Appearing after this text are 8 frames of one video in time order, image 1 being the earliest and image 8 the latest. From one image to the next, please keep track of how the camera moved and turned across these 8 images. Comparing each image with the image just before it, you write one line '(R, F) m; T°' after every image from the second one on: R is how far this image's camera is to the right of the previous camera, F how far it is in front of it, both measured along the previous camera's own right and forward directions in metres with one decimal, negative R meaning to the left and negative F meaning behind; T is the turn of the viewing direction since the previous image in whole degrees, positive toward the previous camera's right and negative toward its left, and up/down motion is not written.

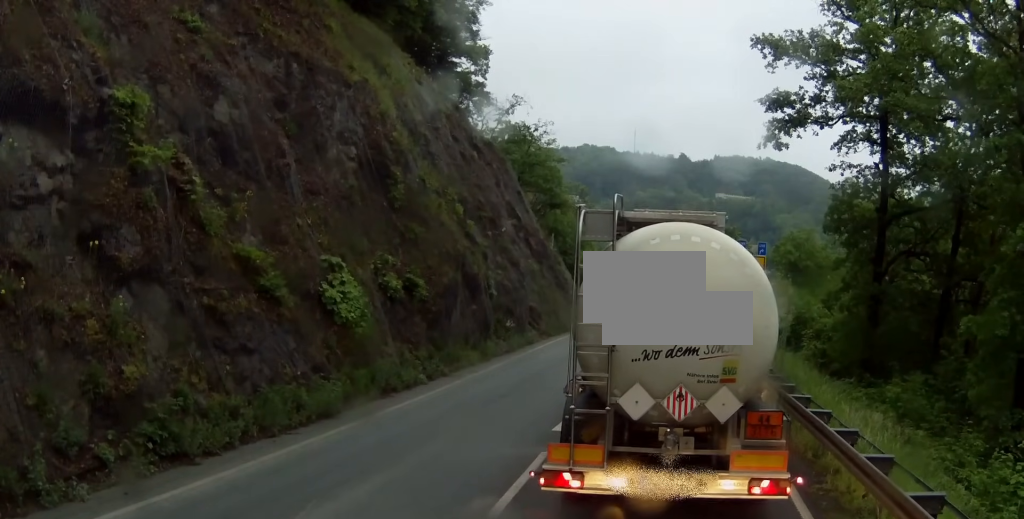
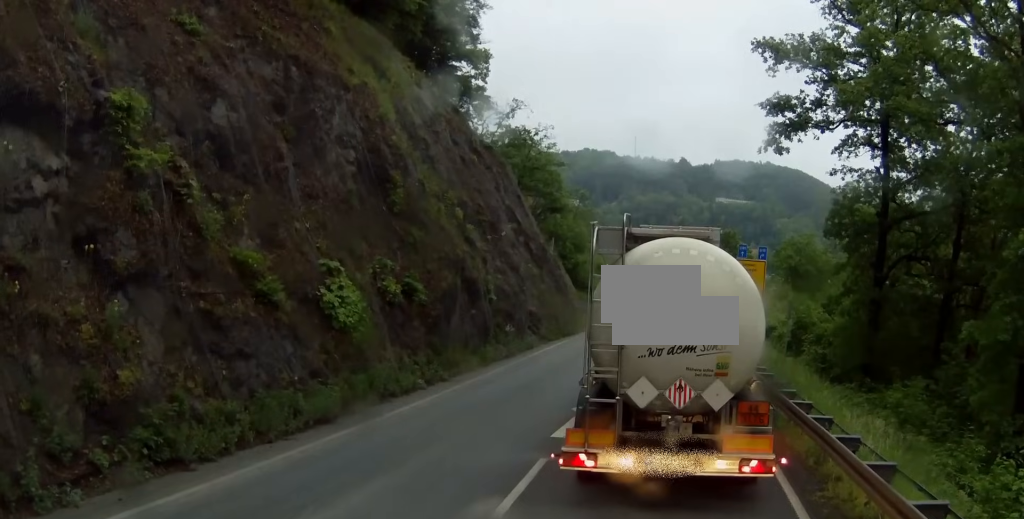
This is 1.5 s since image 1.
(0.0, 0.0) m; 0°
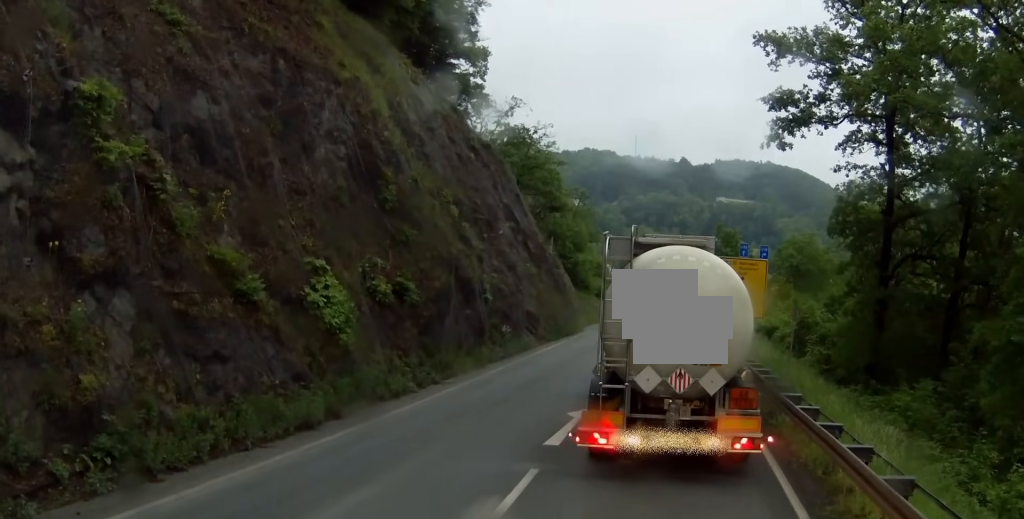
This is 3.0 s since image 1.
(0.0, +0.3) m; 0°
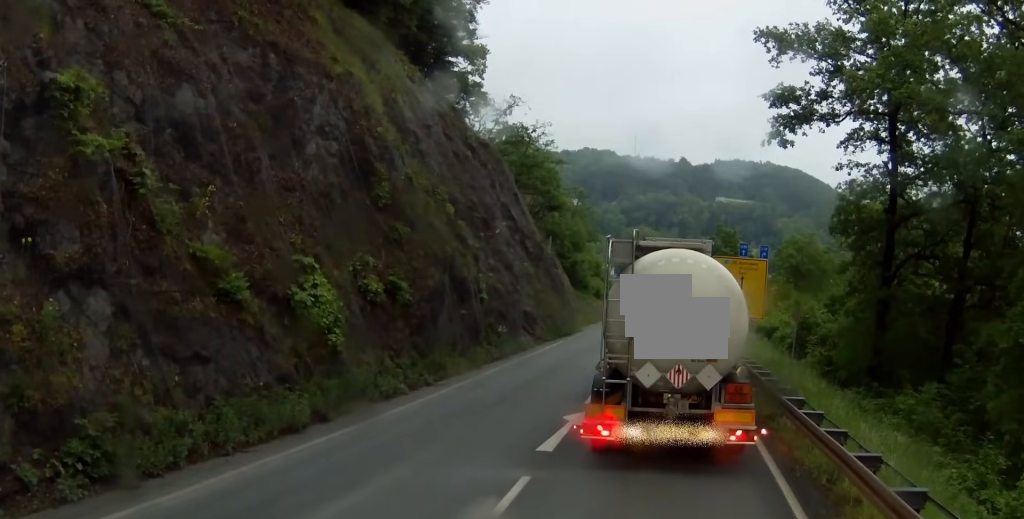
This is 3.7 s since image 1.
(0.0, +0.3) m; 0°
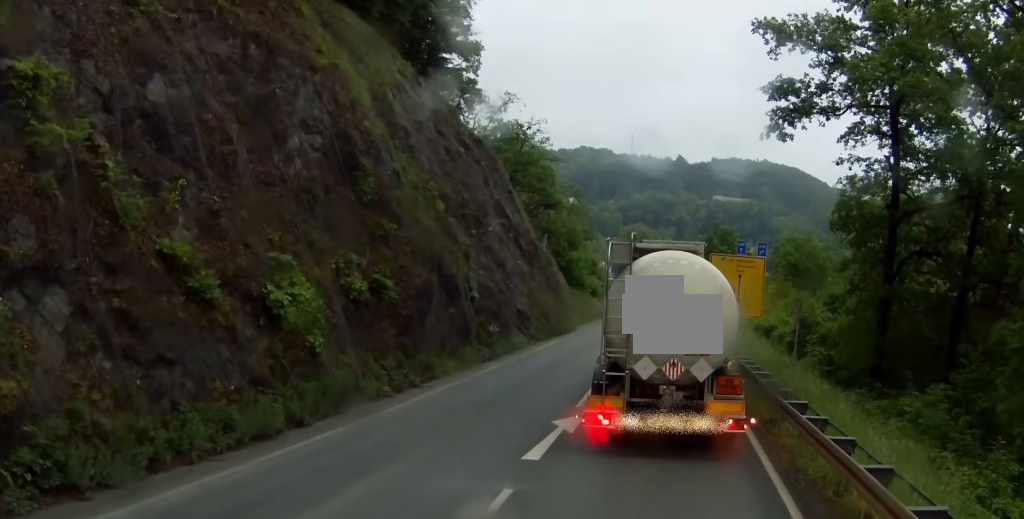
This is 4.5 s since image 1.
(0.0, +0.5) m; 0°
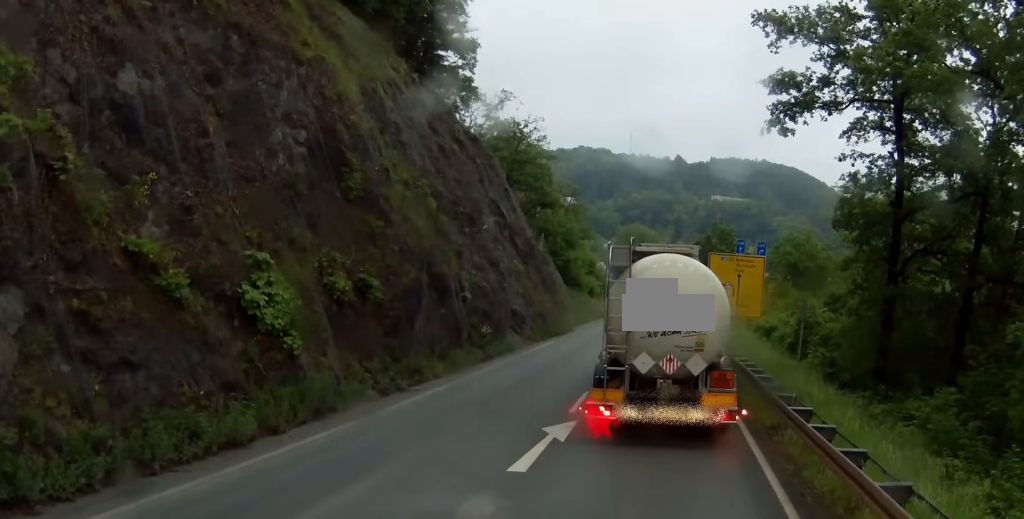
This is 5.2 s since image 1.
(-0.1, +0.7) m; 0°
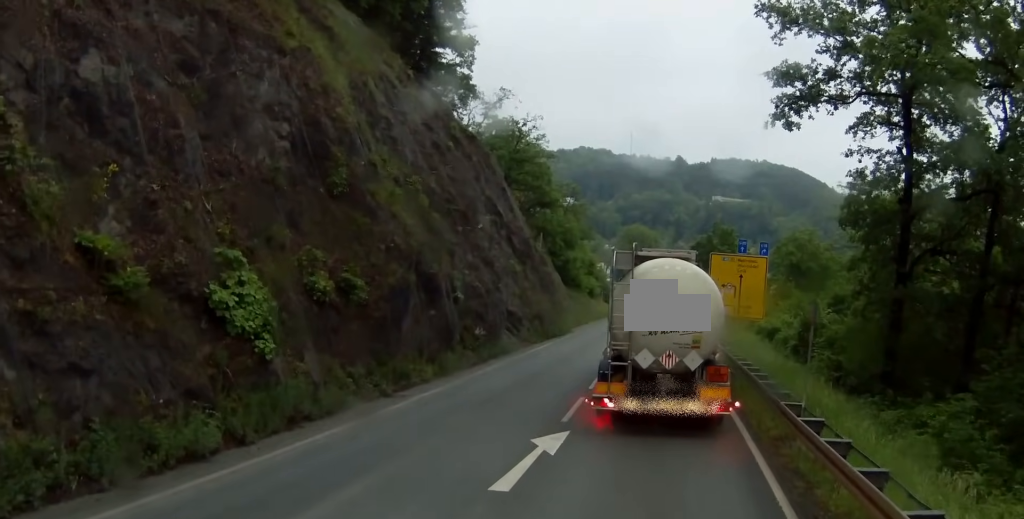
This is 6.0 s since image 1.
(-0.1, +0.9) m; 0°
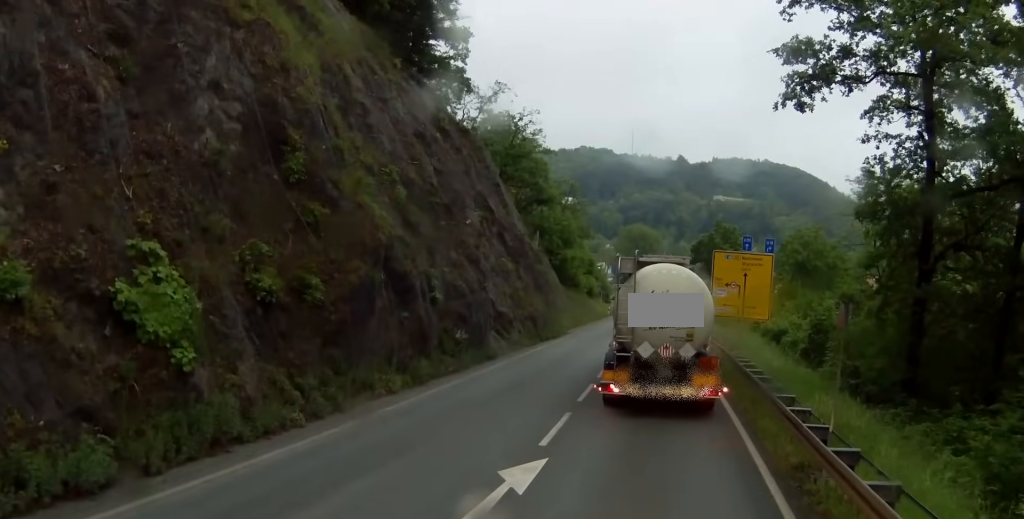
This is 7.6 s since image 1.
(-0.2, +2.1) m; -4°
